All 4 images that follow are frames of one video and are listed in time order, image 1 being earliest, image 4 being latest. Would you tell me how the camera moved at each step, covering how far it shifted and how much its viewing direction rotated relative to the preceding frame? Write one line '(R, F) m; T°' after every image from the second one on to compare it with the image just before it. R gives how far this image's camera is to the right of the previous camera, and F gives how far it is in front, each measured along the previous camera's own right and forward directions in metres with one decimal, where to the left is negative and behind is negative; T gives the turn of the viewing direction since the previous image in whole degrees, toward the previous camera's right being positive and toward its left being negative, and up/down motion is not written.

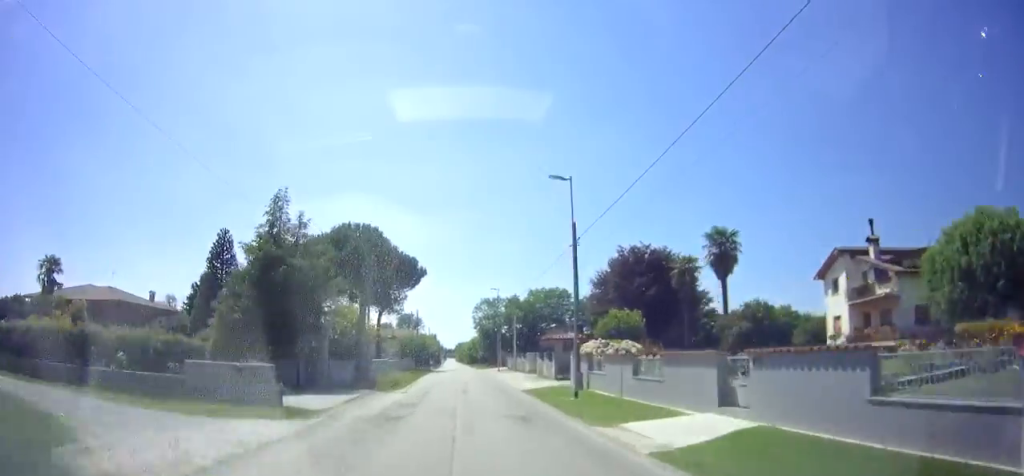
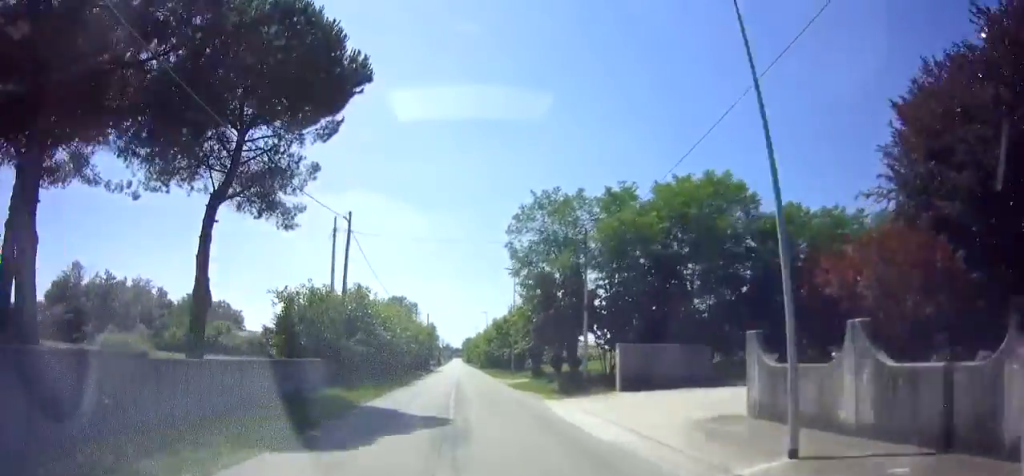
(-0.2, +46.0) m; -2°
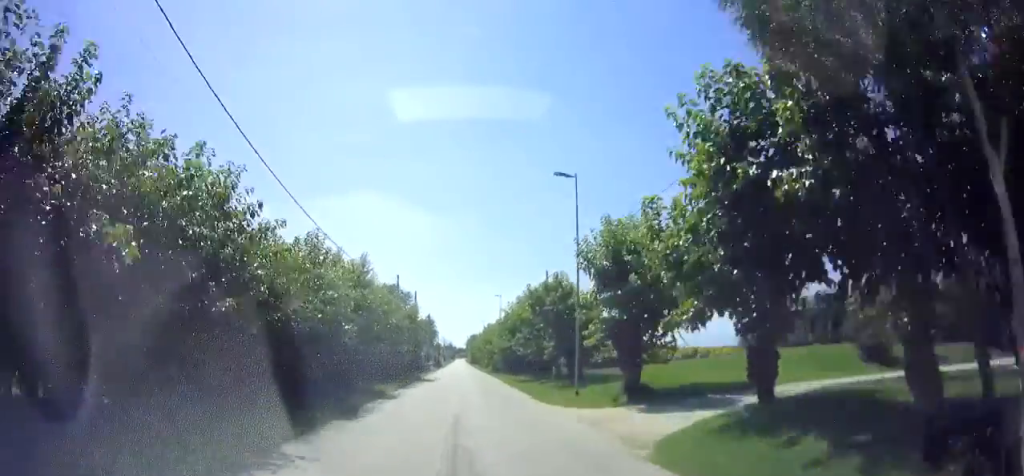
(0.0, +20.9) m; +1°
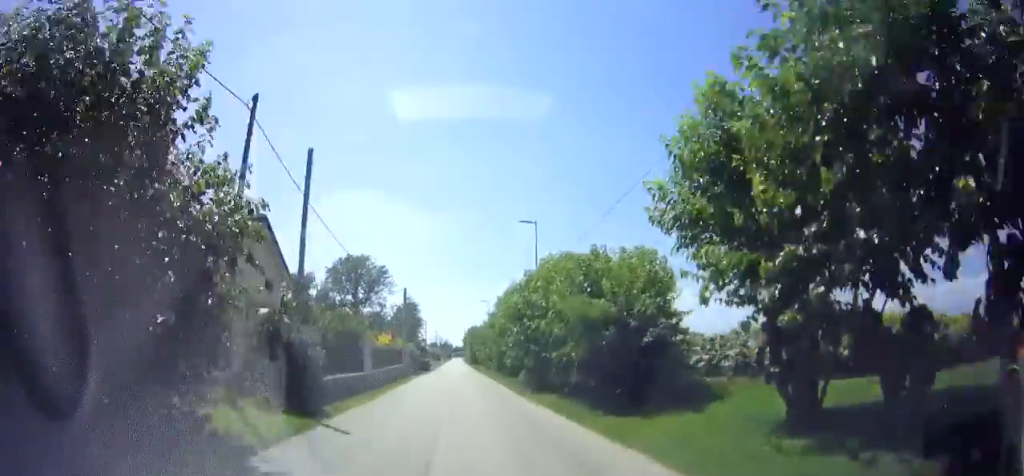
(+0.4, +30.0) m; 0°
